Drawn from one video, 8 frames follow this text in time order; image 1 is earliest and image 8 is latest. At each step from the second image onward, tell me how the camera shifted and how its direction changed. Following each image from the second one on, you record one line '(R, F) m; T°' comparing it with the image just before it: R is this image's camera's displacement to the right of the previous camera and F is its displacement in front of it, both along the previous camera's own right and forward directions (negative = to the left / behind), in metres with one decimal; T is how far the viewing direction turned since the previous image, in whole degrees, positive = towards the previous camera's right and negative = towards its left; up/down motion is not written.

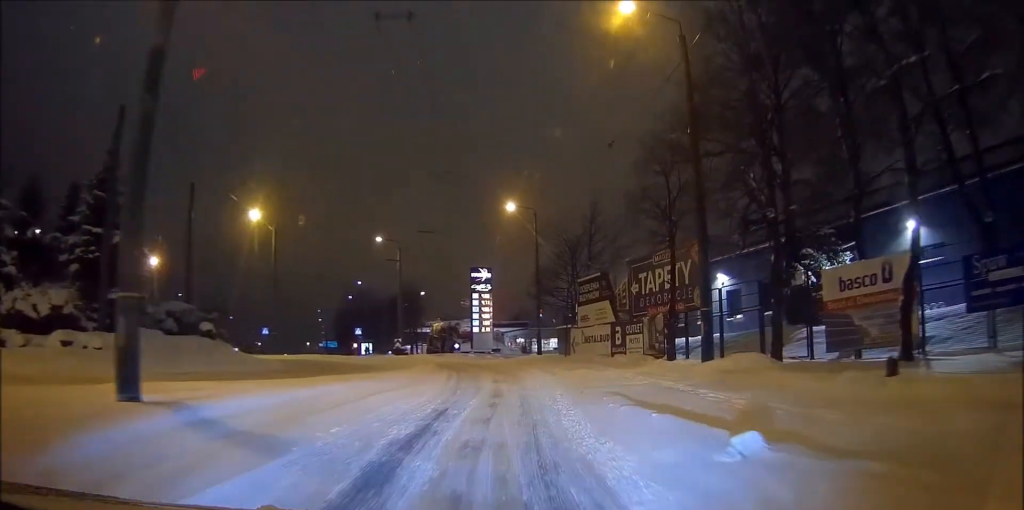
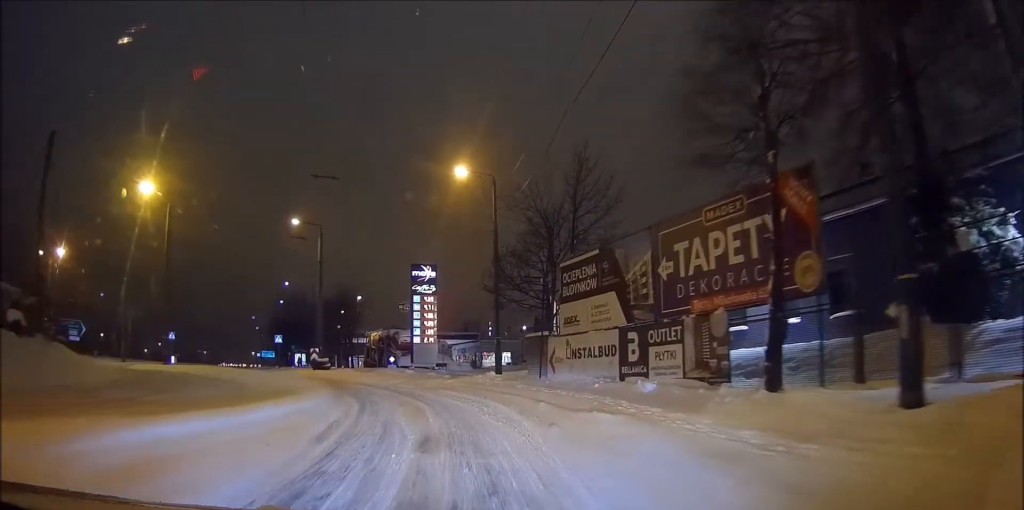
(+0.4, +11.1) m; +5°
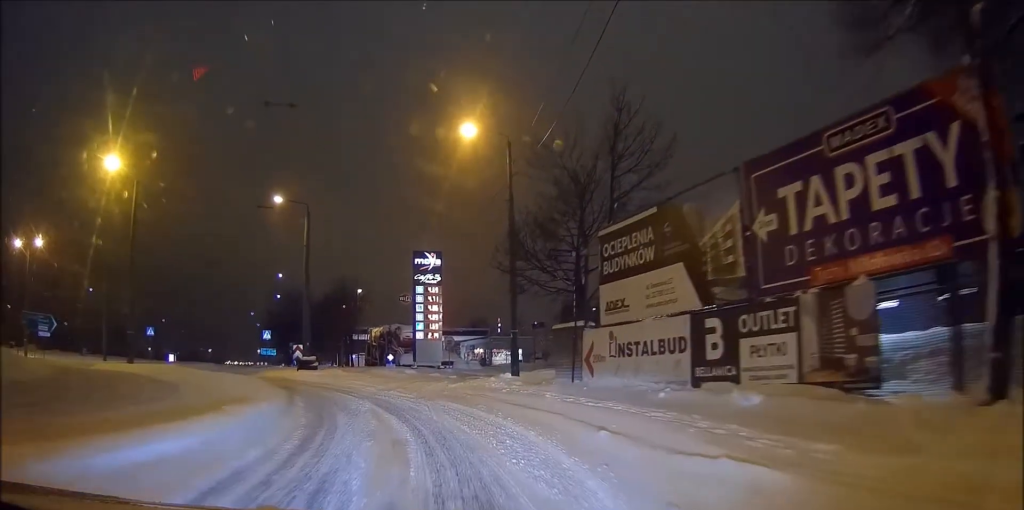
(+0.1, +5.4) m; -2°
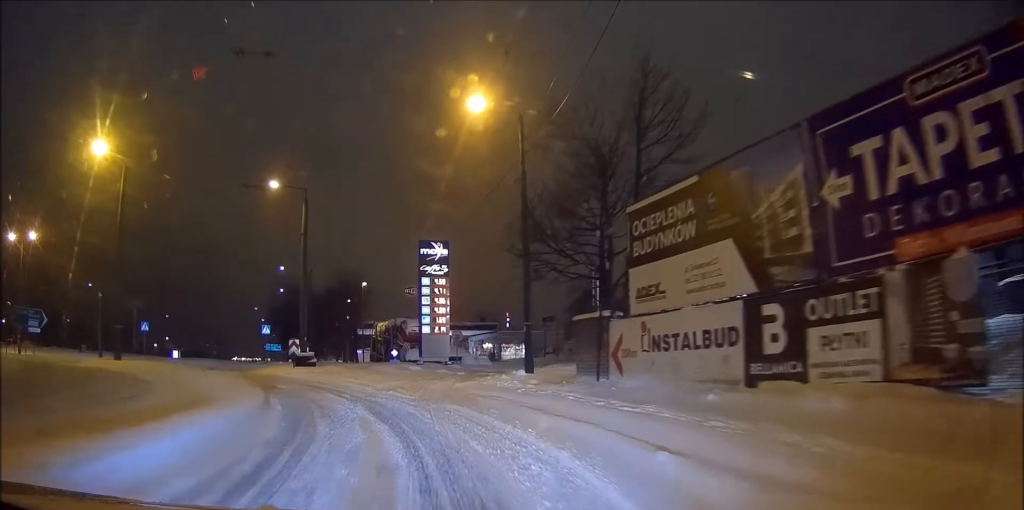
(0.0, +2.2) m; -2°
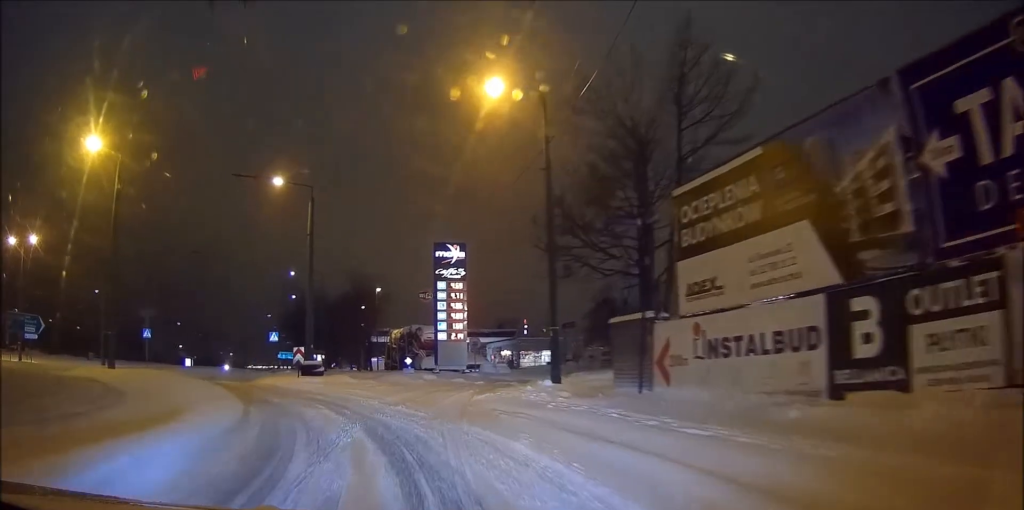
(-0.1, +2.1) m; -2°
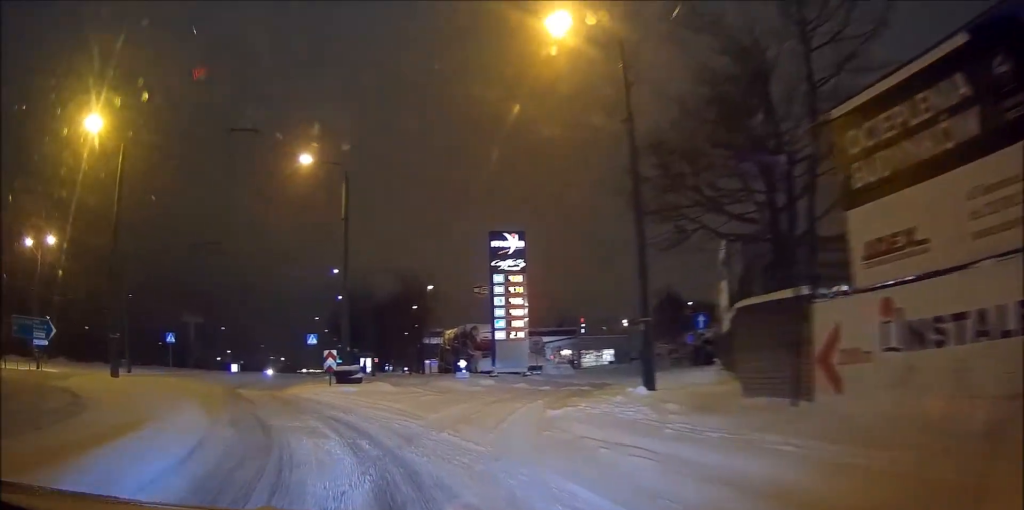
(-0.1, +4.3) m; -3°
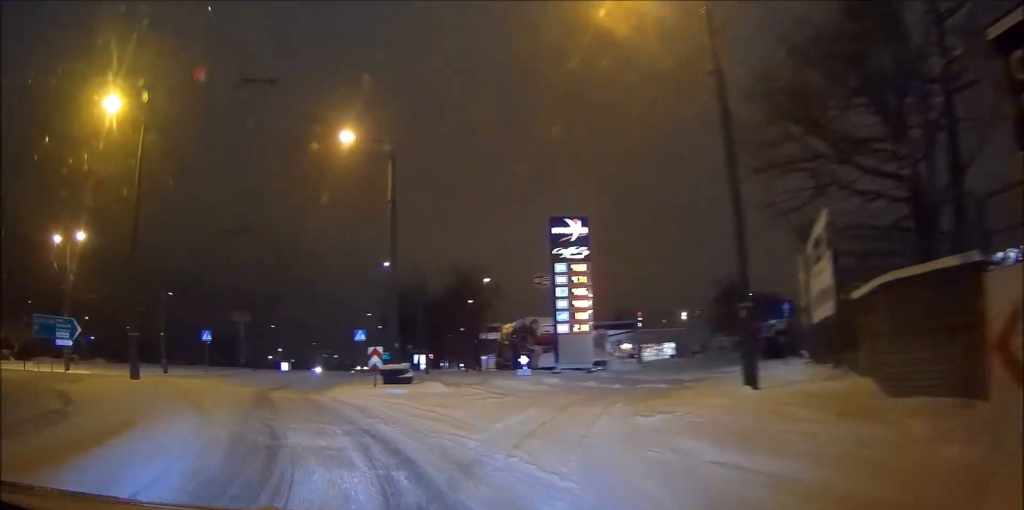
(-0.1, +2.7) m; -1°
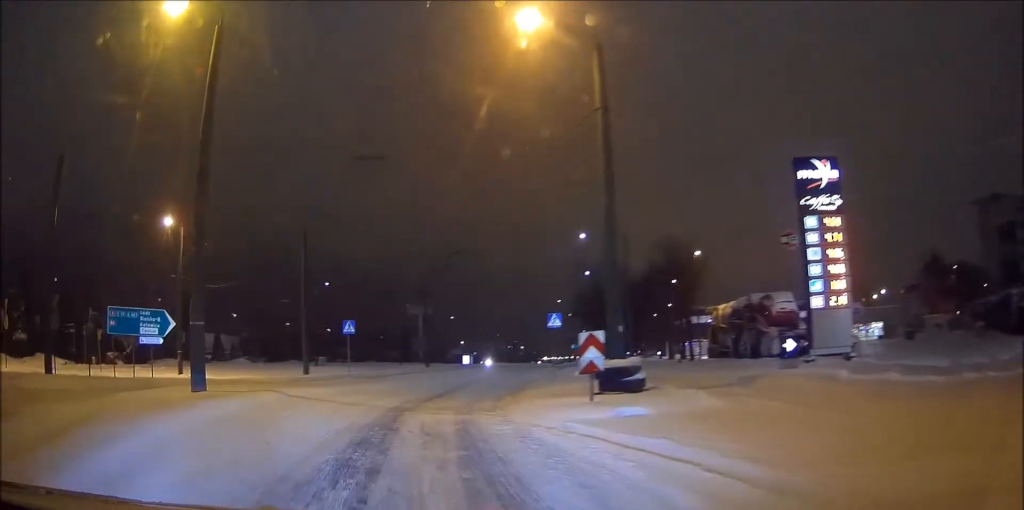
(-0.6, +8.9) m; -11°
